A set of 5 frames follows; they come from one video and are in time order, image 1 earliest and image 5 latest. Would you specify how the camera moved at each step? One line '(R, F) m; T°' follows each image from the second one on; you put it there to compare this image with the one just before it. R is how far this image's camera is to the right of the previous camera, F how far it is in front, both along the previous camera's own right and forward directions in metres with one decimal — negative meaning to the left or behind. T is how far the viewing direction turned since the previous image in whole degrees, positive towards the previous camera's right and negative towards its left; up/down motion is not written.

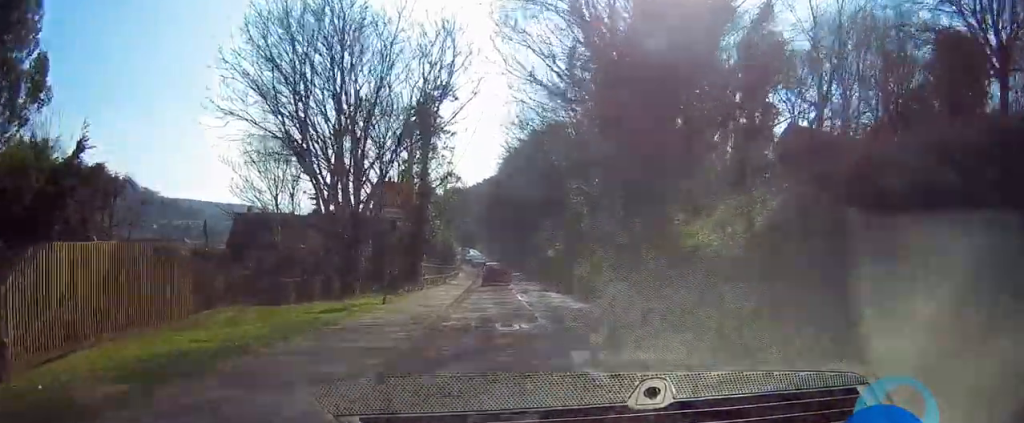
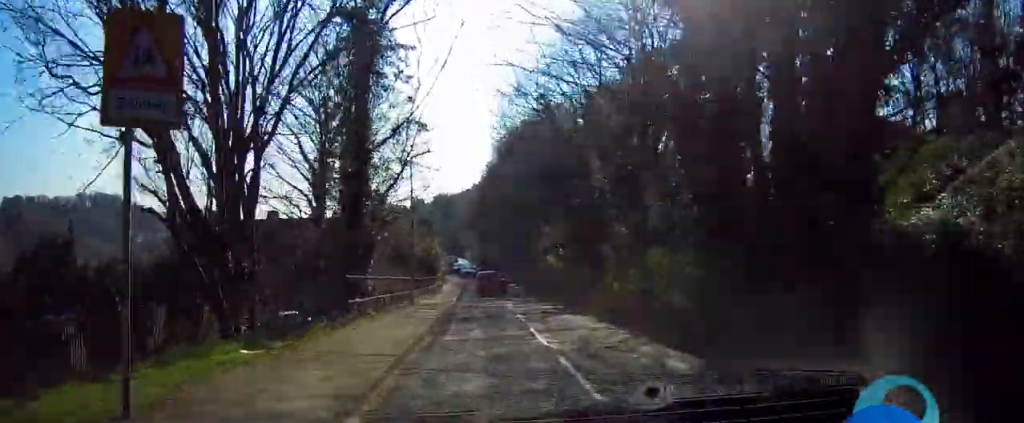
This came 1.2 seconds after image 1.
(+0.2, +12.9) m; +3°
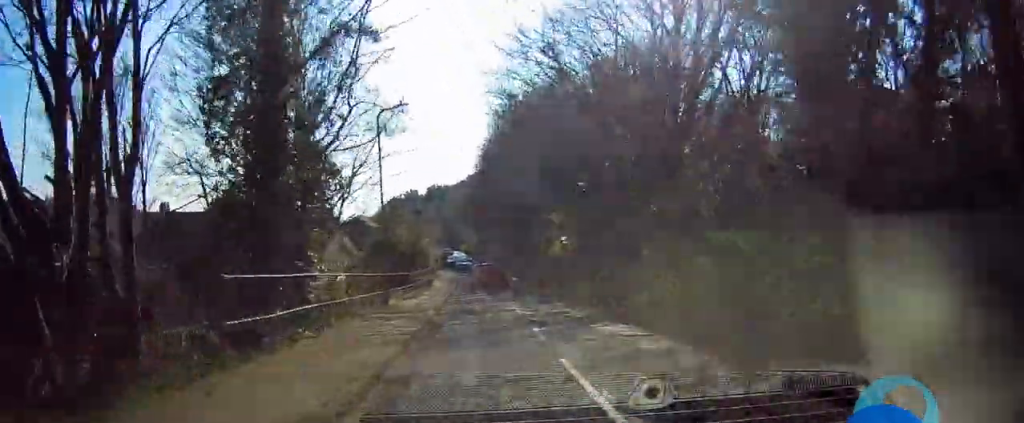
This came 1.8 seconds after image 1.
(+0.3, +7.0) m; +1°
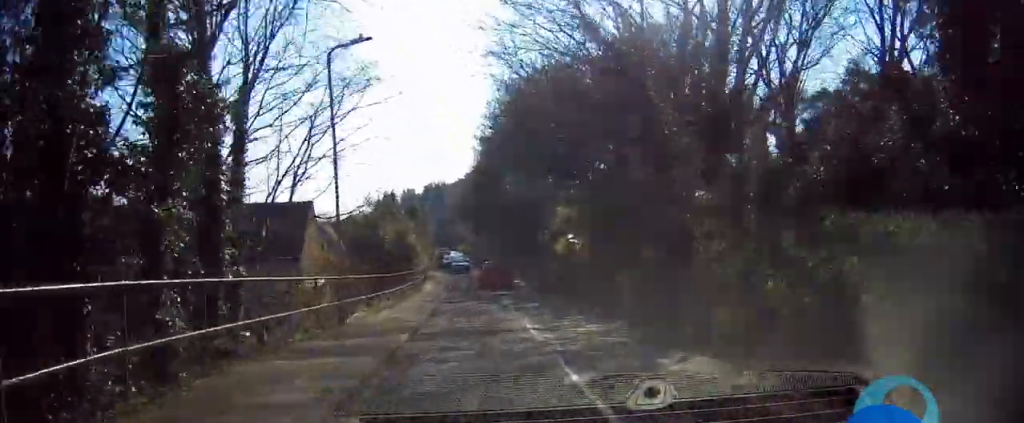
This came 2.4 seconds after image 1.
(-0.1, +6.1) m; -1°
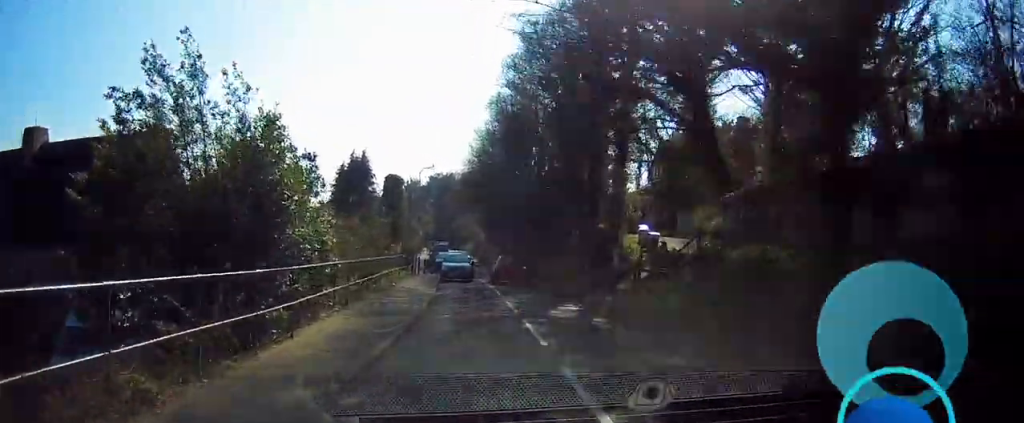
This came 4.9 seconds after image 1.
(-0.4, +25.5) m; -1°
